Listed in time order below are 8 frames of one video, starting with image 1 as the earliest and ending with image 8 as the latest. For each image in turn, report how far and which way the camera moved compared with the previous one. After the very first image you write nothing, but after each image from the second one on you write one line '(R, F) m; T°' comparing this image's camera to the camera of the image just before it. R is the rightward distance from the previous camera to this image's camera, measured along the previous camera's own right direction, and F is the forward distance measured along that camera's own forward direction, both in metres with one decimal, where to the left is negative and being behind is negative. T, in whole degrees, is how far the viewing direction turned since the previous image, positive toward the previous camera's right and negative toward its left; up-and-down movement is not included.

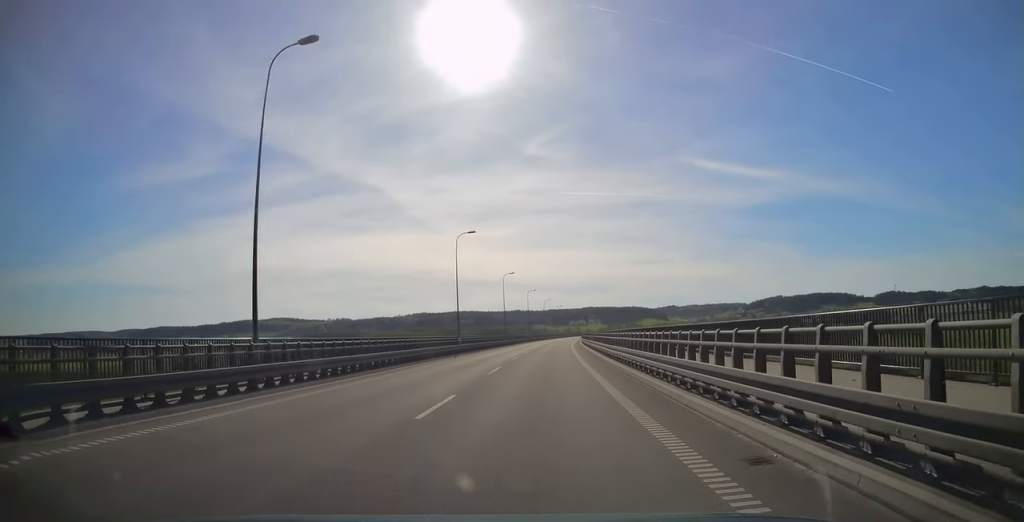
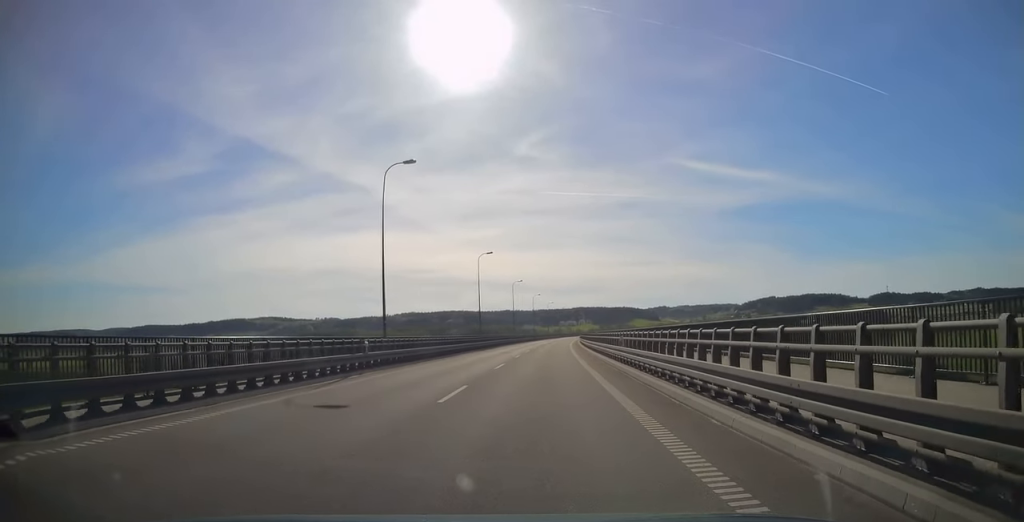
(+0.2, +21.9) m; 0°
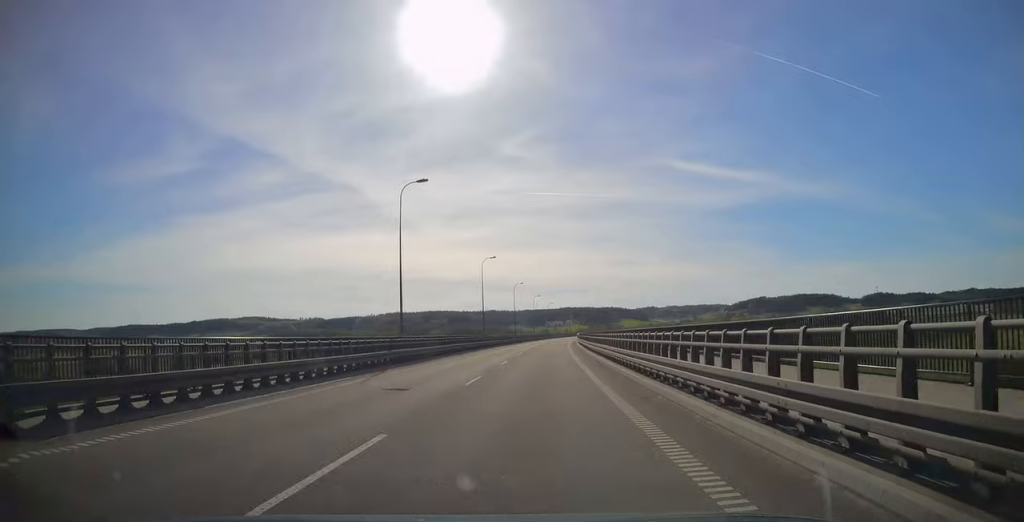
(0.0, +31.9) m; +2°
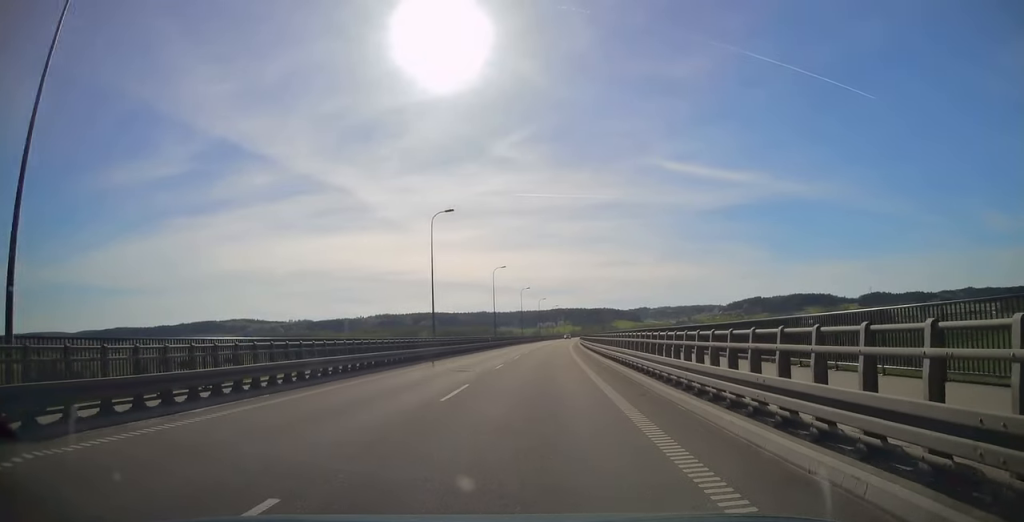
(+0.6, +27.5) m; +2°
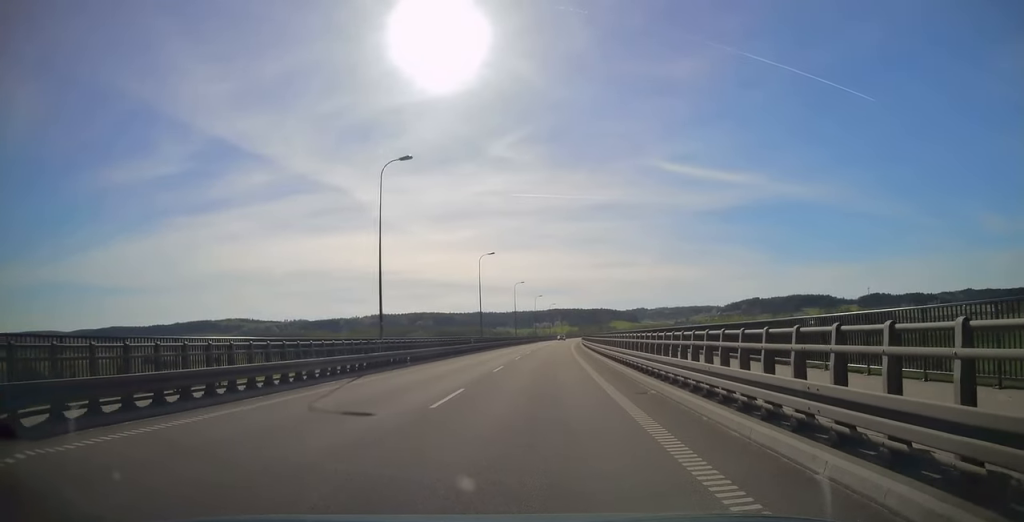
(0.0, +13.4) m; 0°
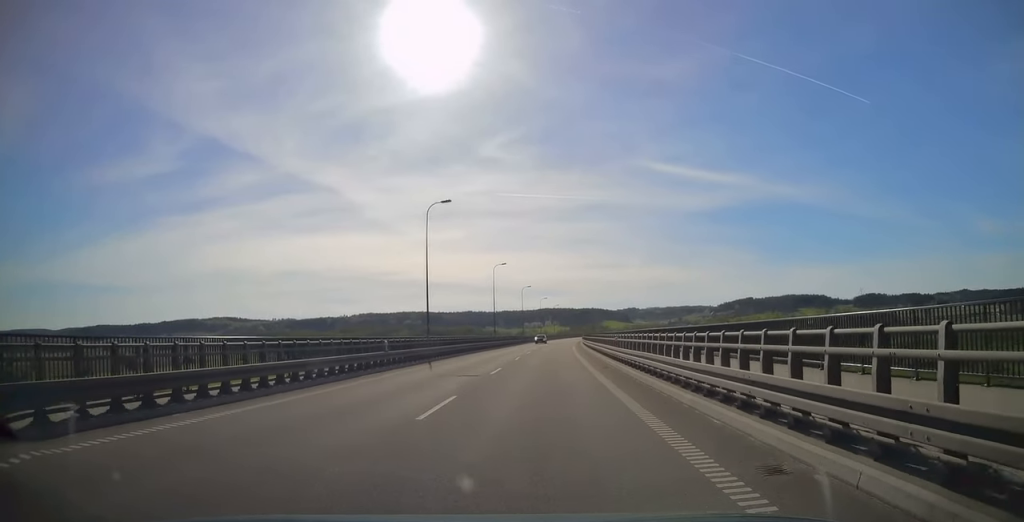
(0.0, +25.6) m; 0°
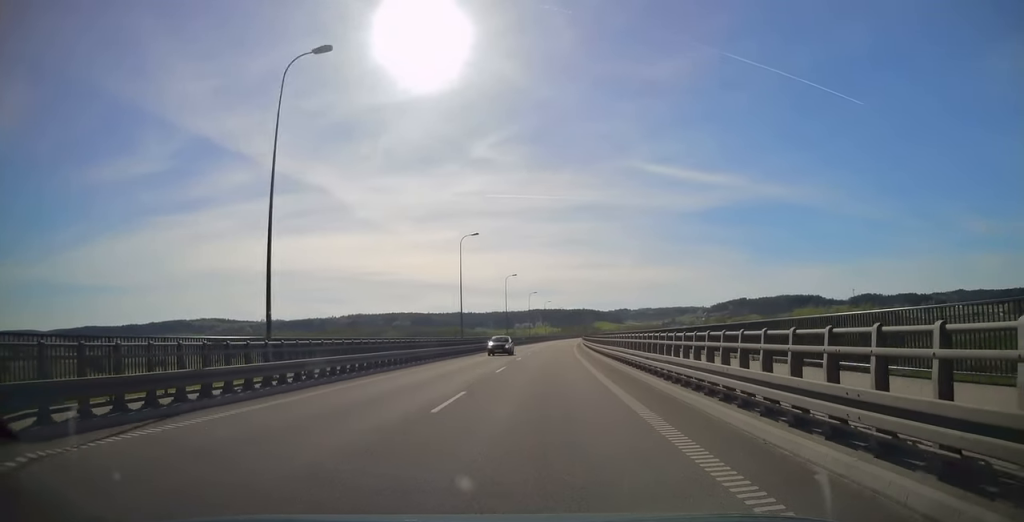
(0.0, +22.8) m; +1°
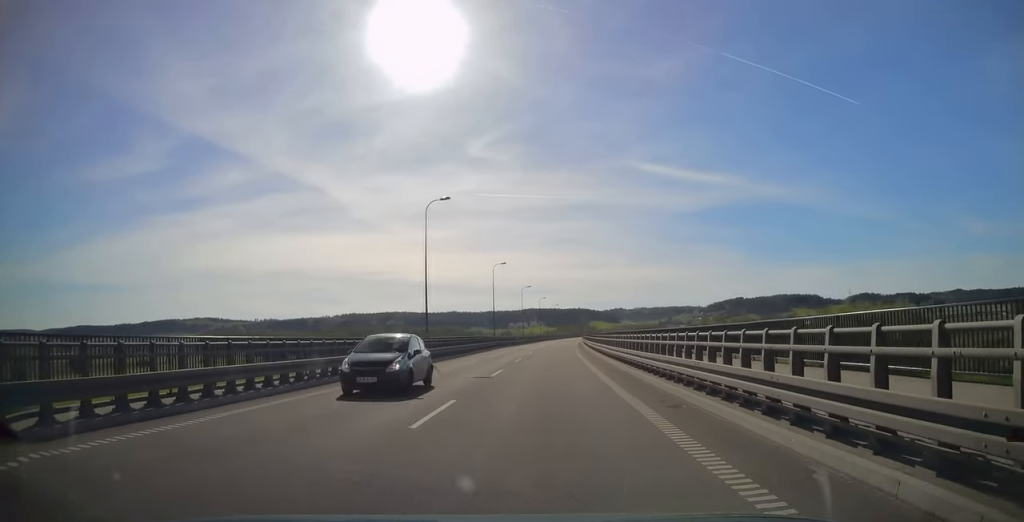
(+0.1, +13.9) m; +1°
